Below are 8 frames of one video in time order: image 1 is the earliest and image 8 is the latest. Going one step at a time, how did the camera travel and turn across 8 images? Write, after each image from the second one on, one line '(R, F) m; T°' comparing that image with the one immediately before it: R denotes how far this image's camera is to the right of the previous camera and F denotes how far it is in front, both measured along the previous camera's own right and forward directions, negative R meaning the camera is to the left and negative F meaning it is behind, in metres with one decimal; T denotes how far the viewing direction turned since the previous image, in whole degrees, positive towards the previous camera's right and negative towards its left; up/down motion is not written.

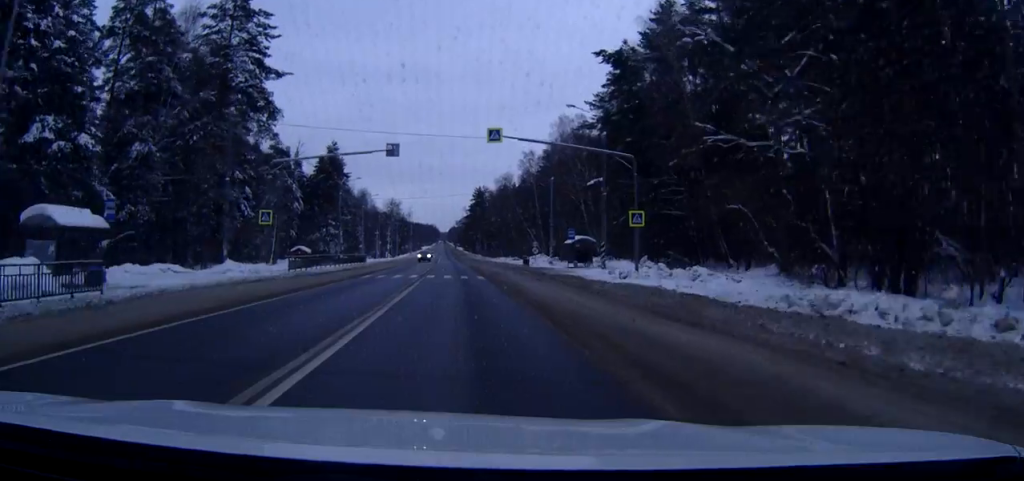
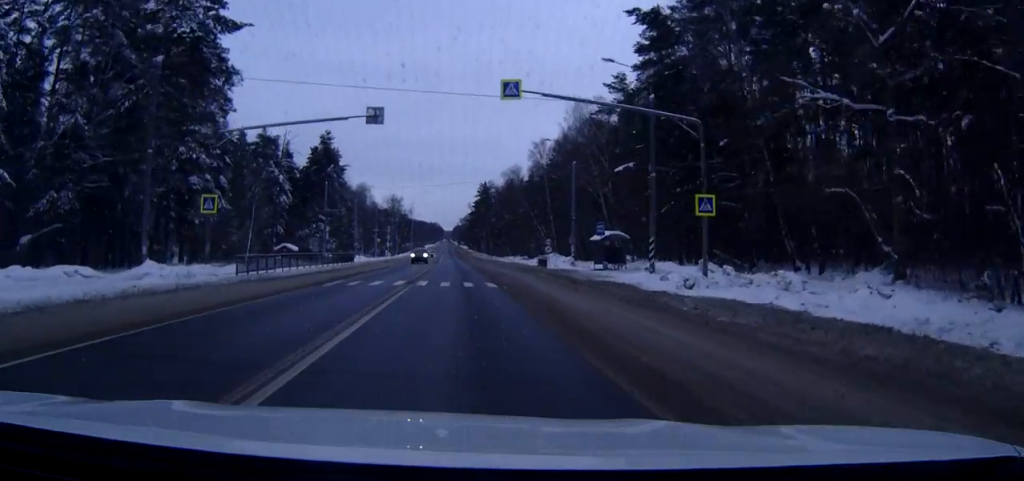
(0.0, +12.0) m; -1°
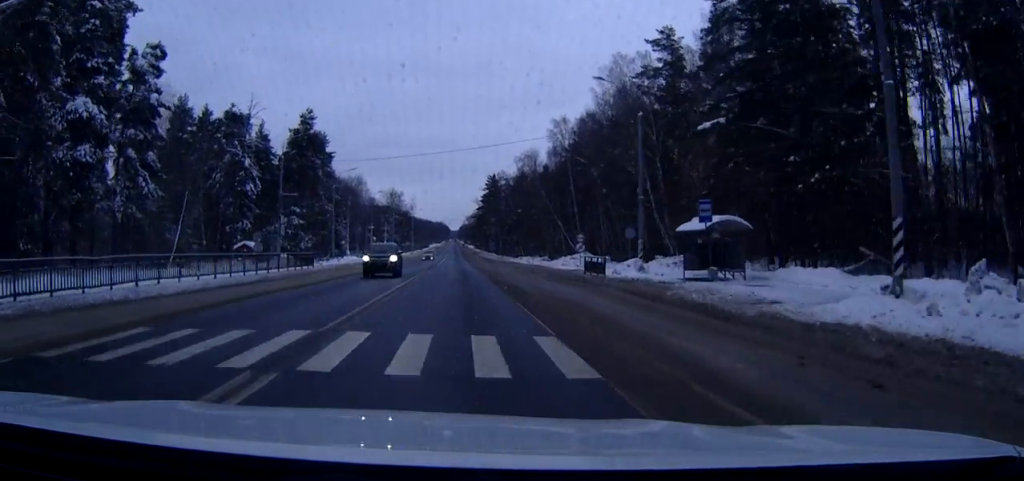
(-0.3, +22.3) m; -1°
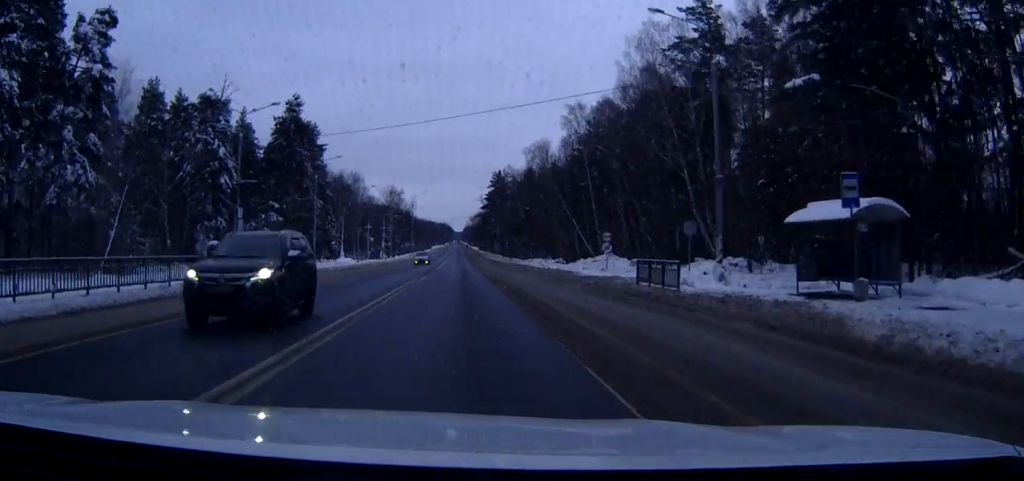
(-0.1, +12.3) m; 0°
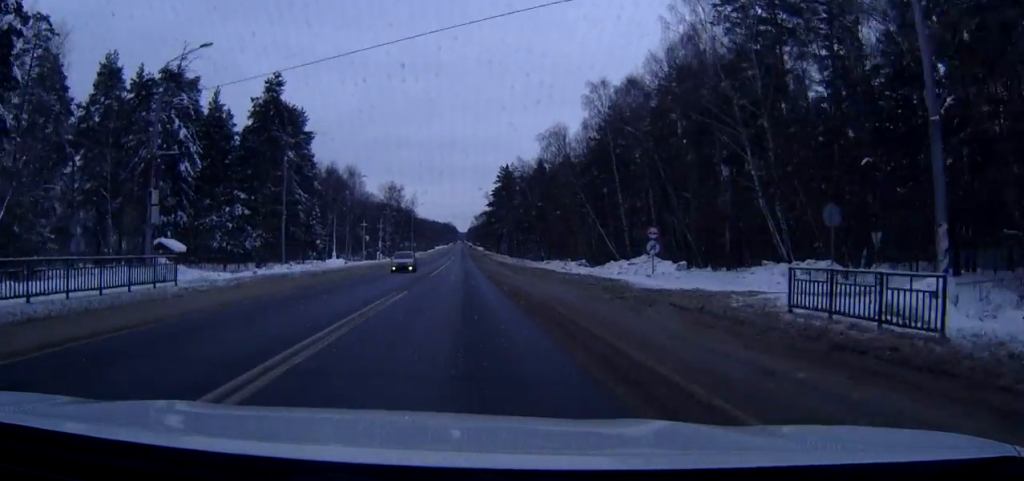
(0.0, +14.3) m; 0°
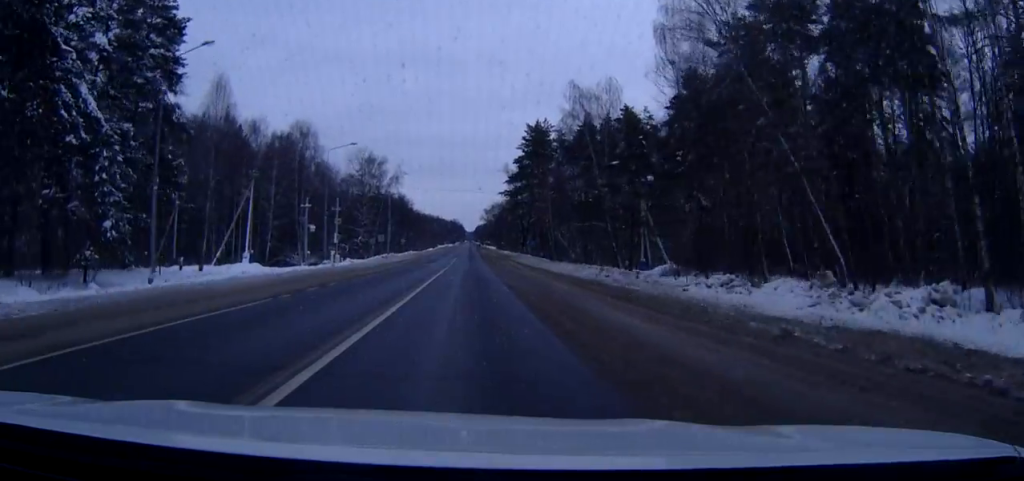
(+0.1, +59.7) m; 0°
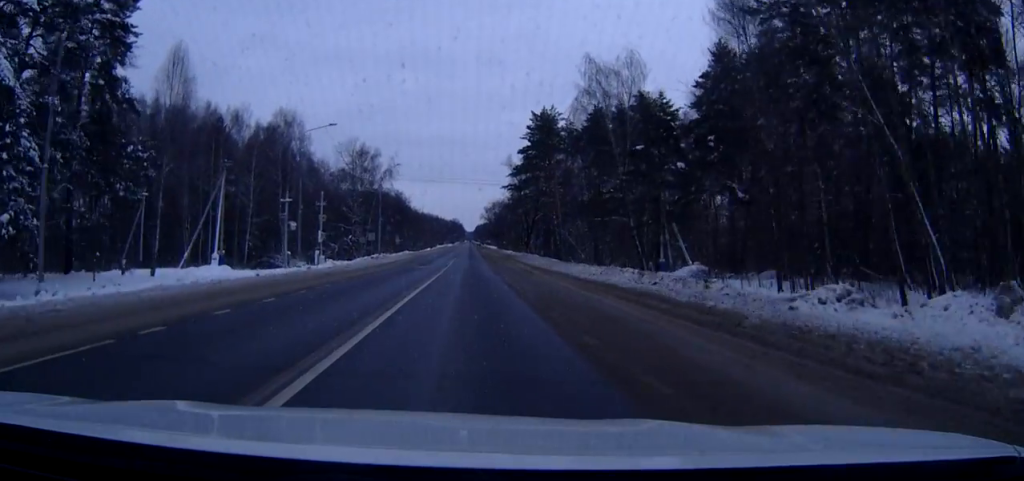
(0.0, +10.1) m; 0°
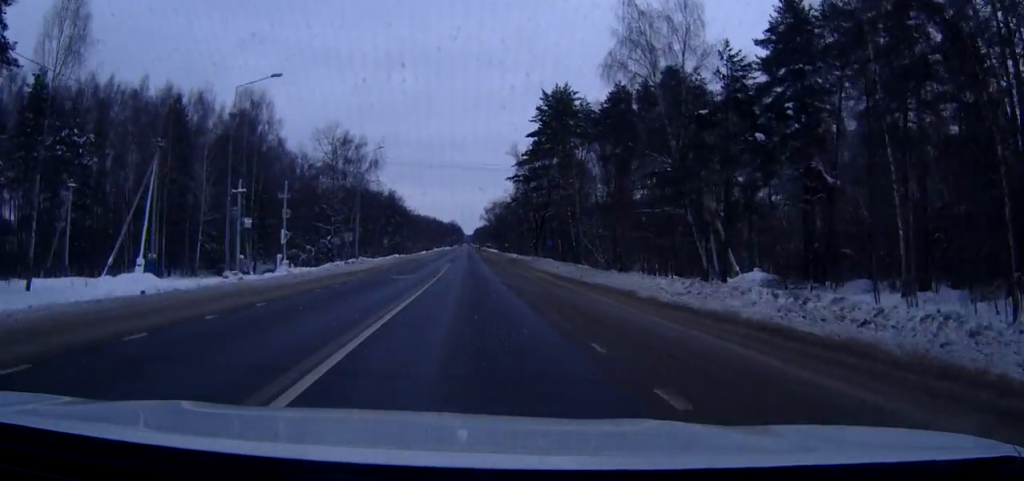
(0.0, +16.8) m; 0°
